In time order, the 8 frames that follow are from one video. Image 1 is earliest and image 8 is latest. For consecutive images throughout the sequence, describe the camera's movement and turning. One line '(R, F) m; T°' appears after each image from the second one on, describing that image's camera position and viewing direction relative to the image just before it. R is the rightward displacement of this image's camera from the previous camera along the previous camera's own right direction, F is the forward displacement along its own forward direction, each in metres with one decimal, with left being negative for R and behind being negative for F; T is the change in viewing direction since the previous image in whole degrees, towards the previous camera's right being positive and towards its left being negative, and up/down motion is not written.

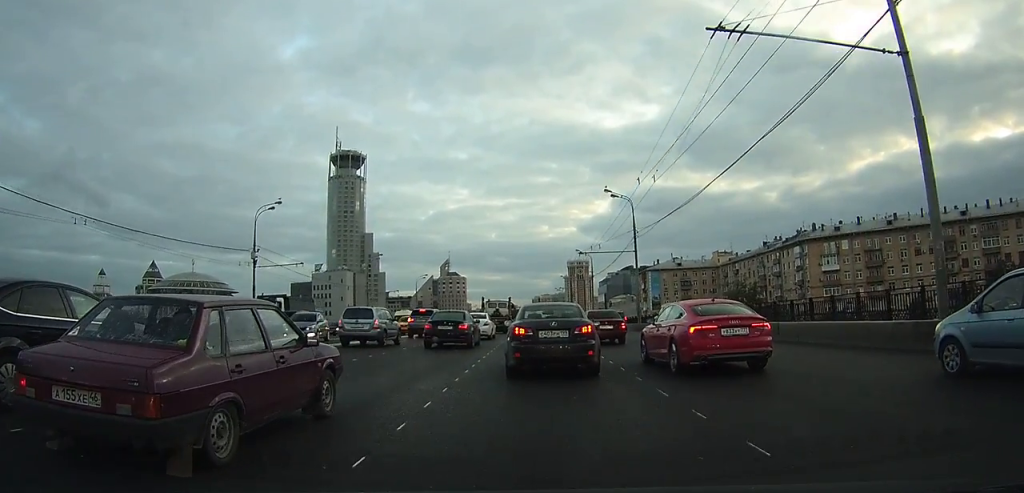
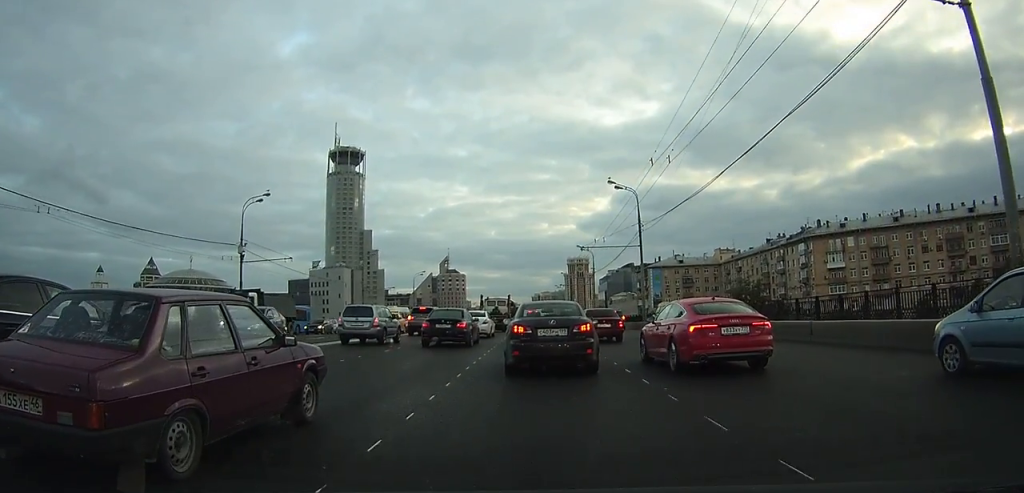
(0.0, +2.8) m; 0°
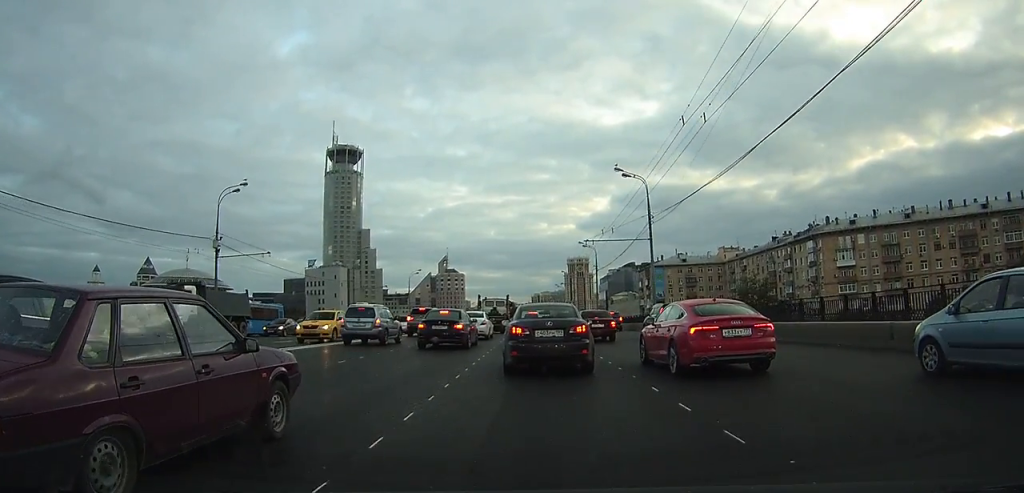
(0.0, +5.0) m; 0°
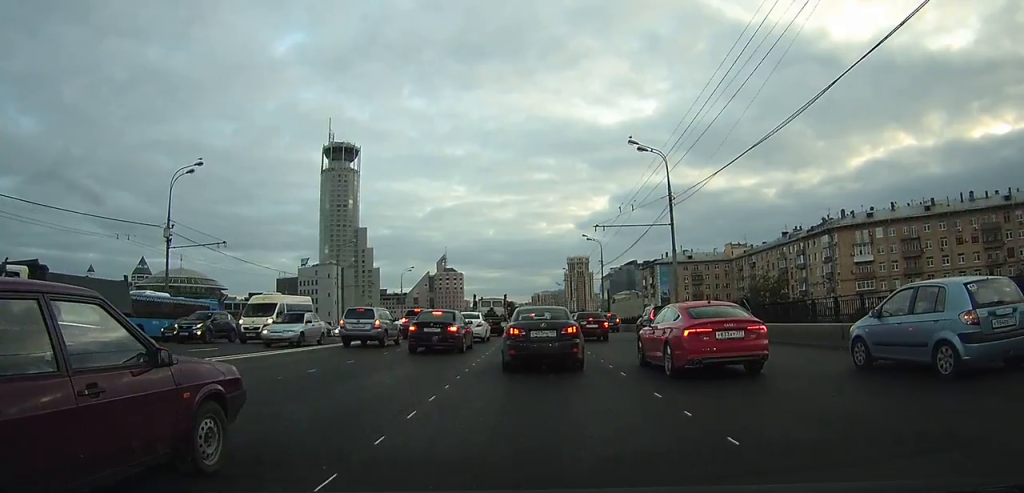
(0.0, +8.5) m; -1°
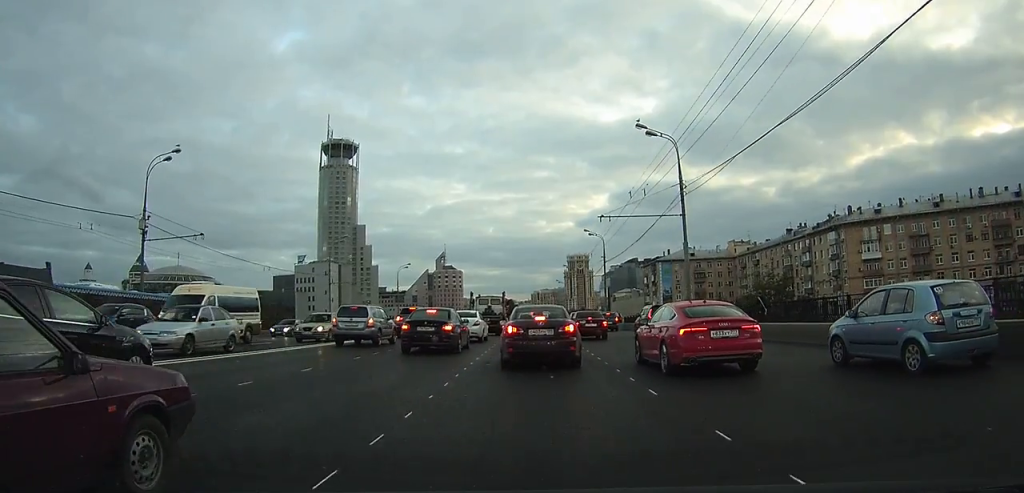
(0.0, +3.4) m; 0°
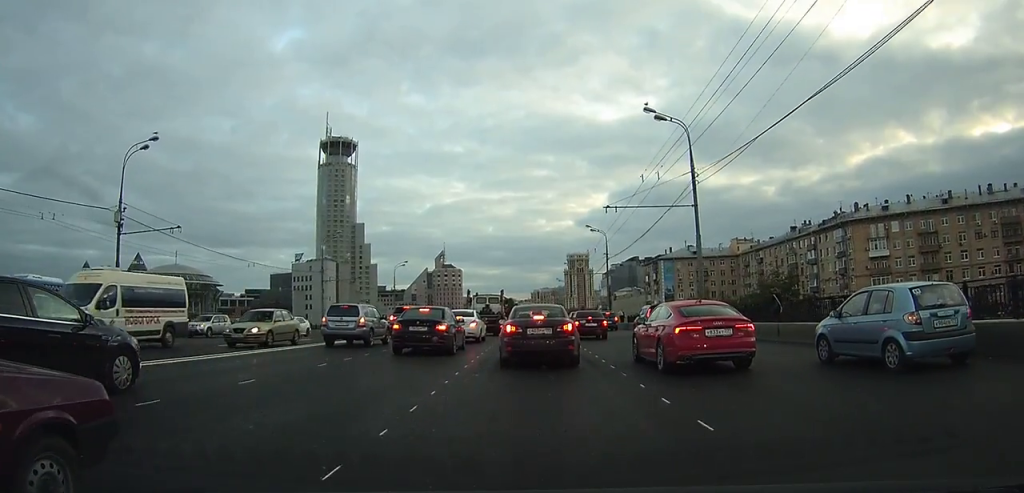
(0.0, +2.9) m; 0°
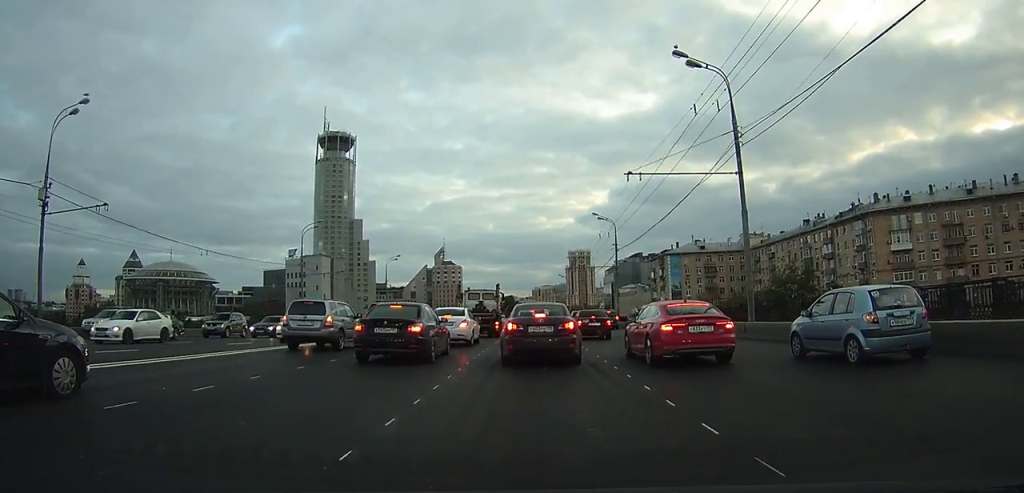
(0.0, +7.6) m; 0°
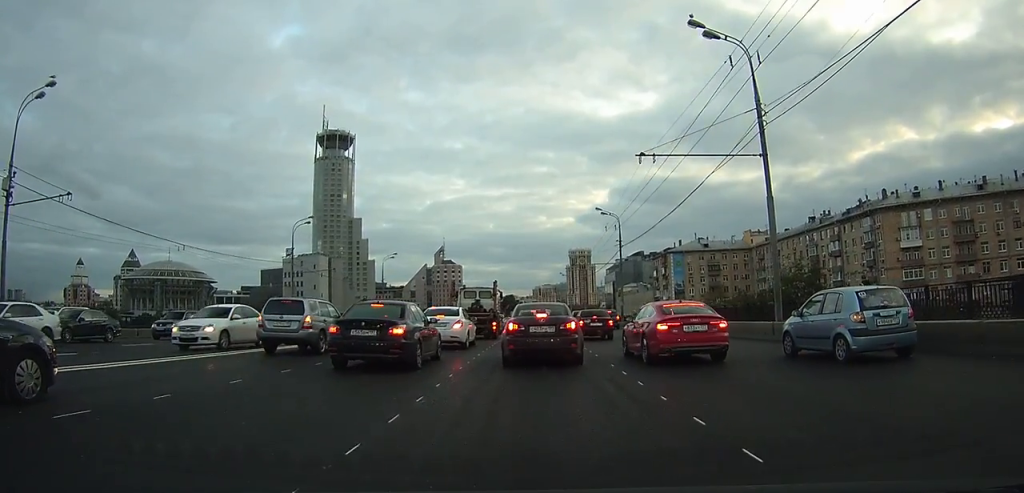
(0.0, +3.1) m; 0°
